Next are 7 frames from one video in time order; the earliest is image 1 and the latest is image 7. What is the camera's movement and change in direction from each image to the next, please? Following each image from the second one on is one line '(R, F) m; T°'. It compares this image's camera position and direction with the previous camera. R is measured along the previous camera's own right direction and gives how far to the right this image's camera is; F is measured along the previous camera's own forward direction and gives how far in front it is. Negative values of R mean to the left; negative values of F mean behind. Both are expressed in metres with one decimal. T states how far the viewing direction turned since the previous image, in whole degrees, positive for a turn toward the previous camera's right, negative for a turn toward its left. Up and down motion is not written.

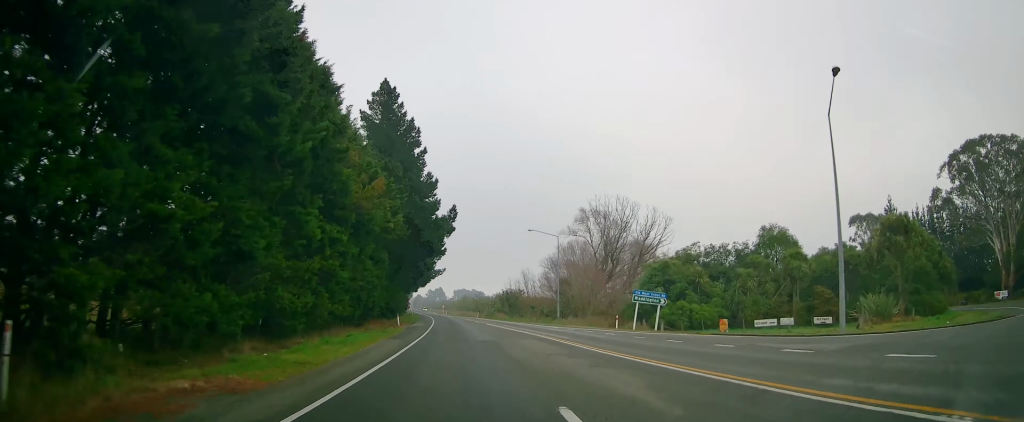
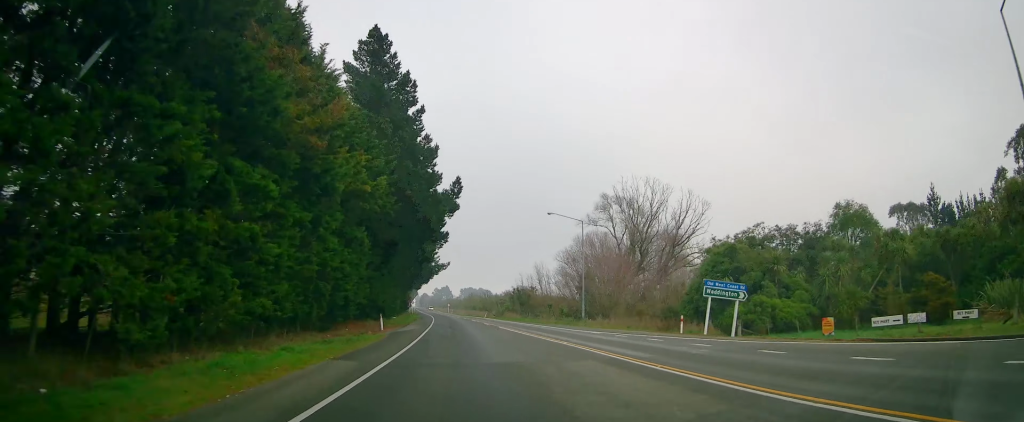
(0.0, +11.1) m; -1°
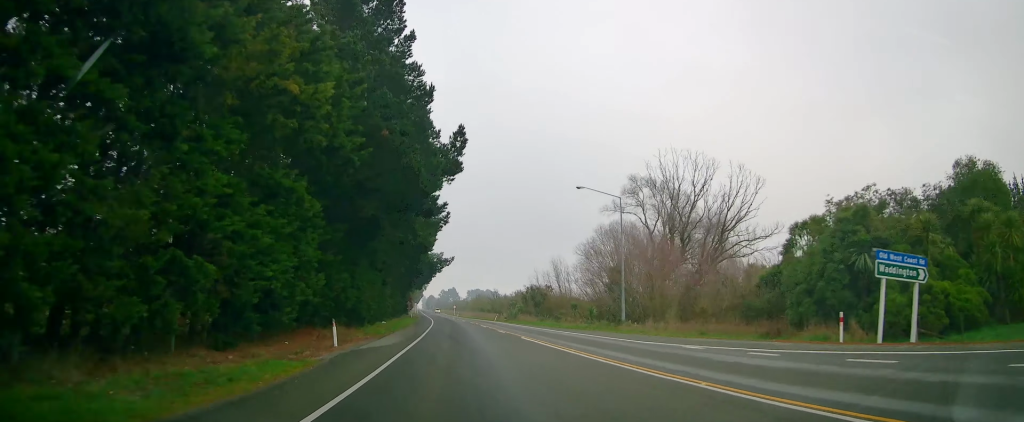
(-0.1, +12.5) m; -1°
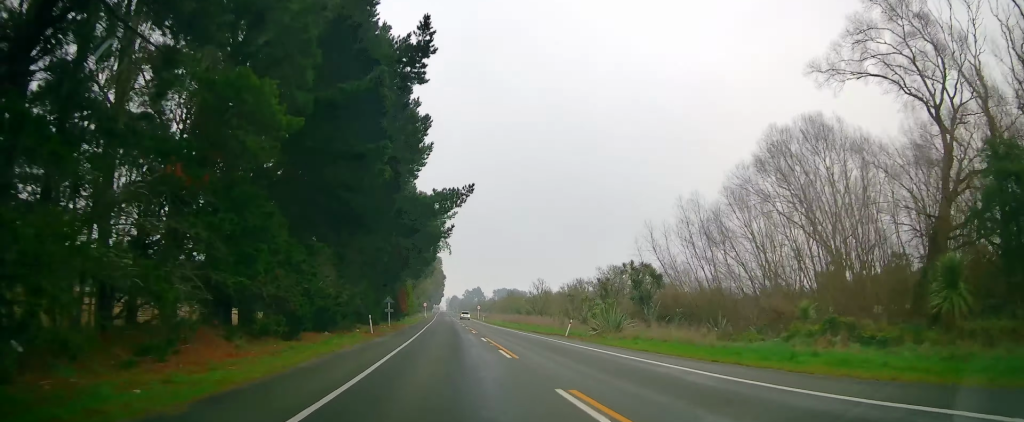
(-0.8, +46.7) m; -2°
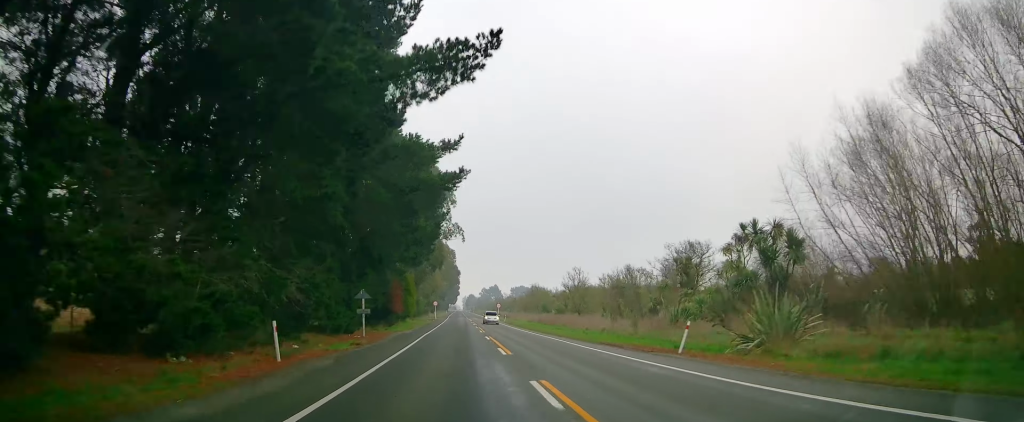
(-0.3, +18.8) m; -2°
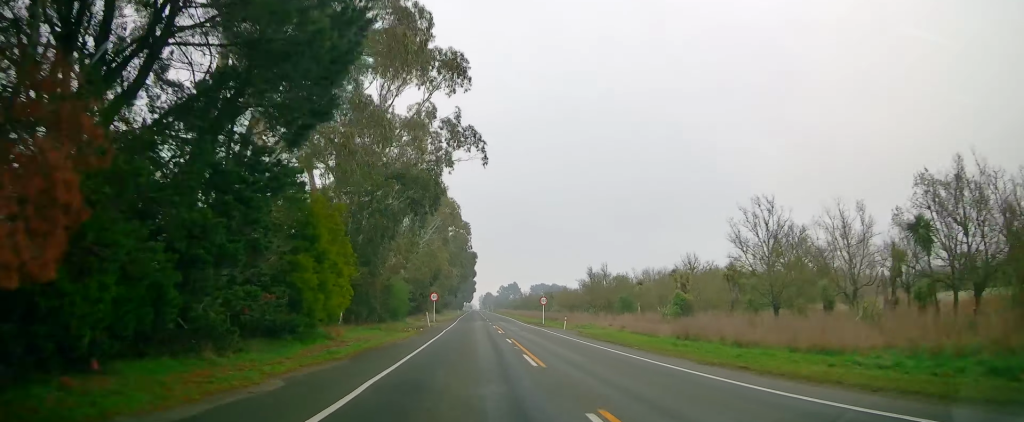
(-1.7, +44.5) m; -3°
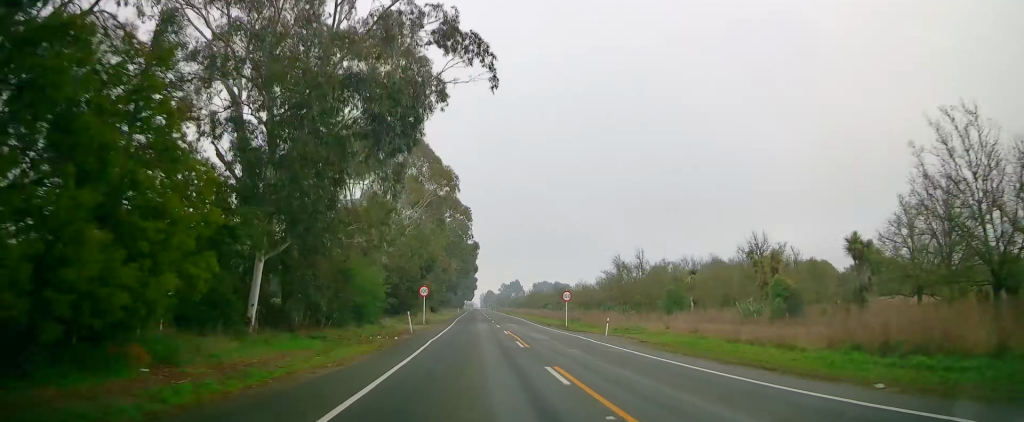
(0.0, +14.3) m; 0°
